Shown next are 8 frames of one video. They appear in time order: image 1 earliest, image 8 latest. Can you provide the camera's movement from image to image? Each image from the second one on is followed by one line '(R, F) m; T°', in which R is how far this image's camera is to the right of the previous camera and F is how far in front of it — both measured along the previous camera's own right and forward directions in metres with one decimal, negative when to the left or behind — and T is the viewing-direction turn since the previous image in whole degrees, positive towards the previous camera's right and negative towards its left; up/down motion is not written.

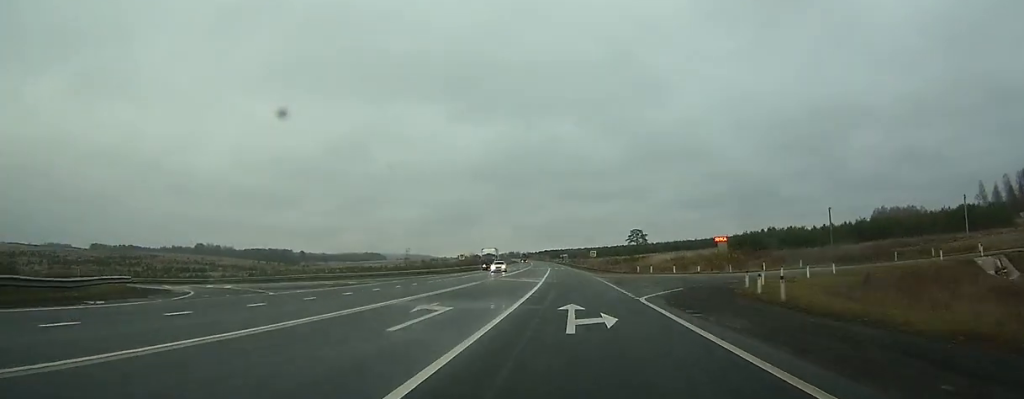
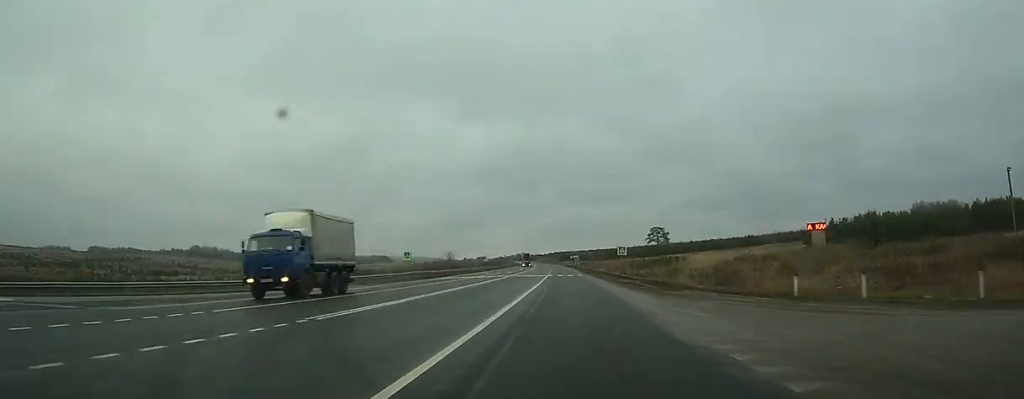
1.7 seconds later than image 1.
(-0.5, +42.1) m; -1°
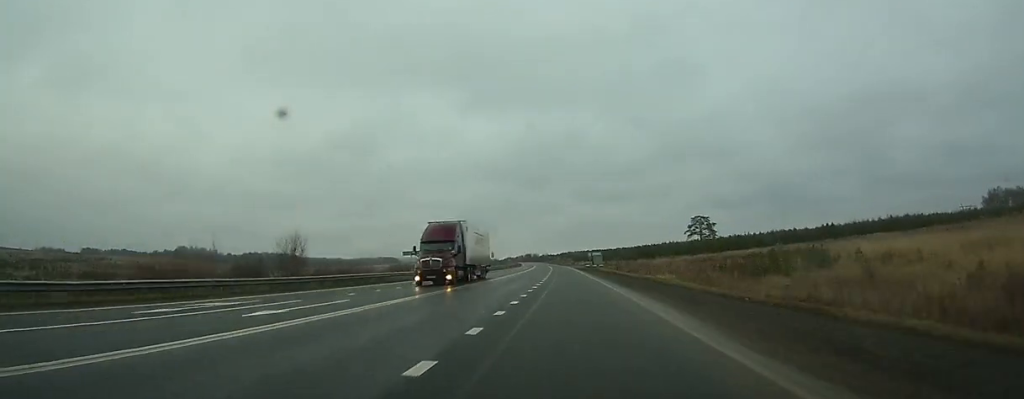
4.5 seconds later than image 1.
(-1.3, +72.5) m; -2°
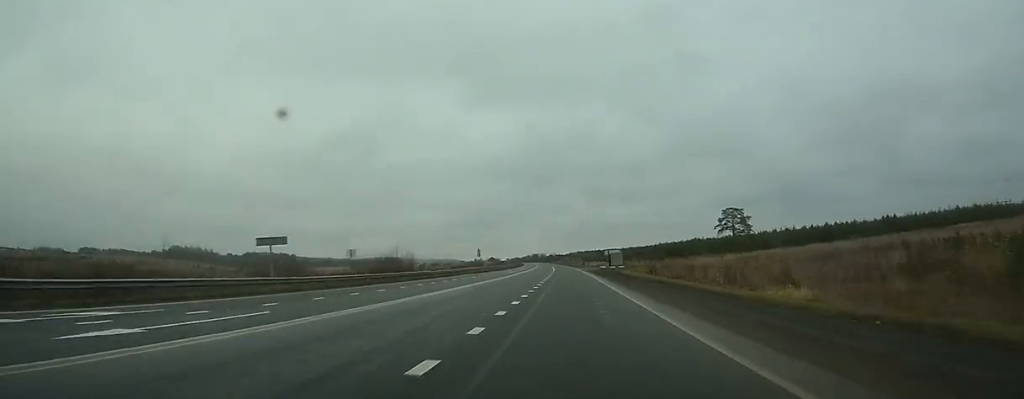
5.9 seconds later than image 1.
(-0.4, +35.6) m; -1°
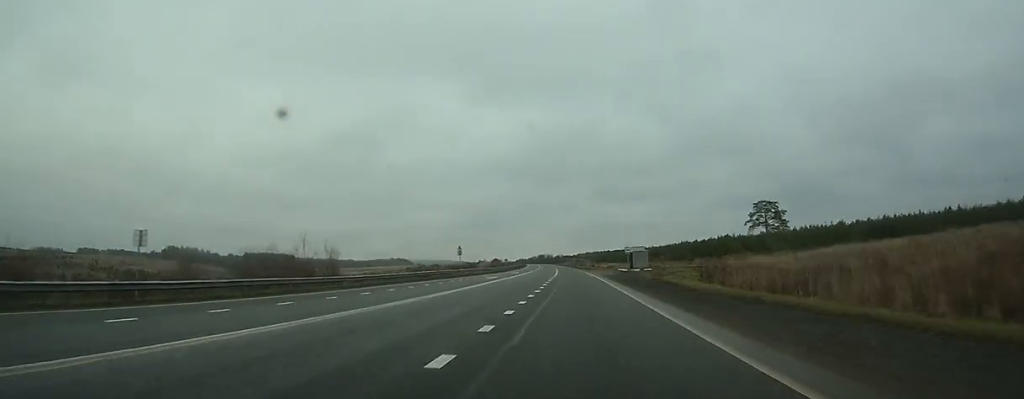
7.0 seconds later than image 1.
(-0.1, +27.2) m; -1°
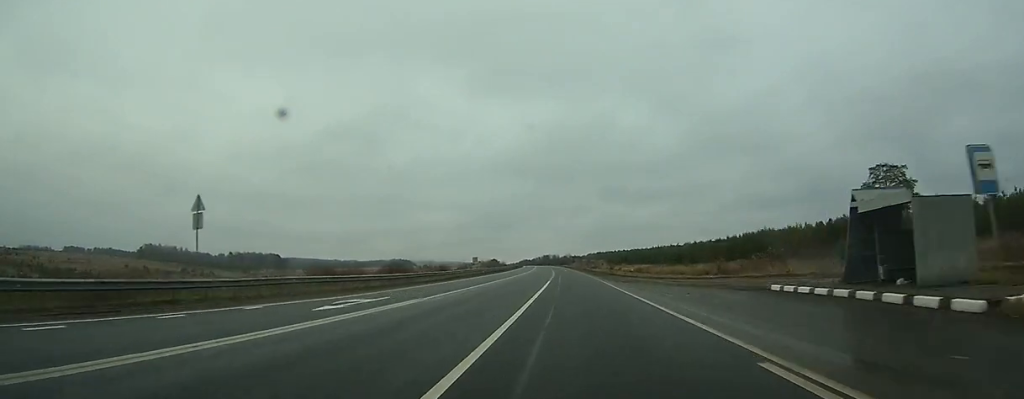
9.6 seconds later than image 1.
(-1.0, +66.0) m; -2°
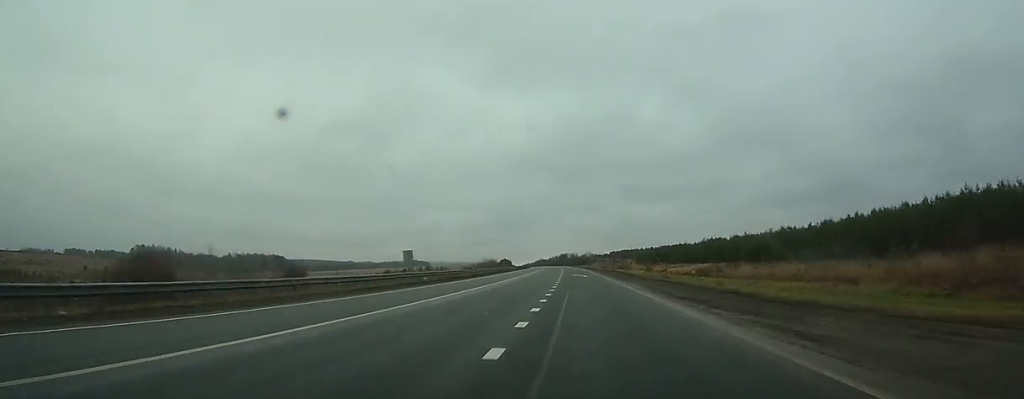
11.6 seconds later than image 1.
(-0.5, +50.2) m; -1°
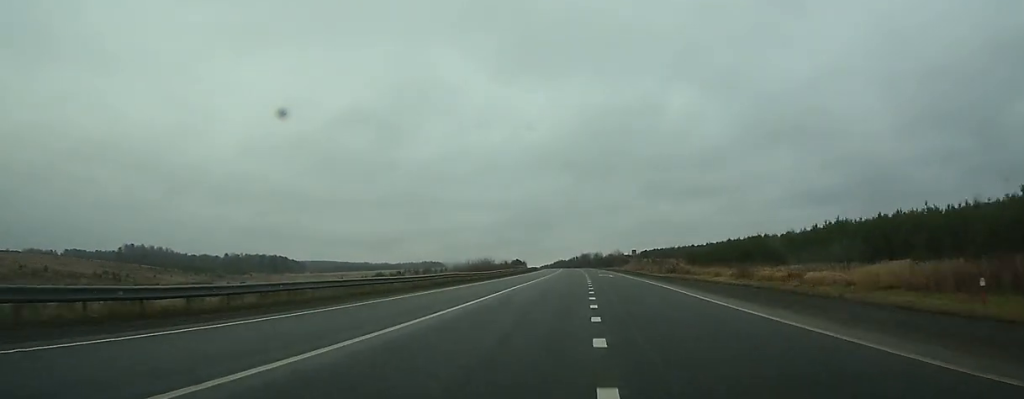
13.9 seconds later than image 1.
(-0.8, +55.9) m; -1°
